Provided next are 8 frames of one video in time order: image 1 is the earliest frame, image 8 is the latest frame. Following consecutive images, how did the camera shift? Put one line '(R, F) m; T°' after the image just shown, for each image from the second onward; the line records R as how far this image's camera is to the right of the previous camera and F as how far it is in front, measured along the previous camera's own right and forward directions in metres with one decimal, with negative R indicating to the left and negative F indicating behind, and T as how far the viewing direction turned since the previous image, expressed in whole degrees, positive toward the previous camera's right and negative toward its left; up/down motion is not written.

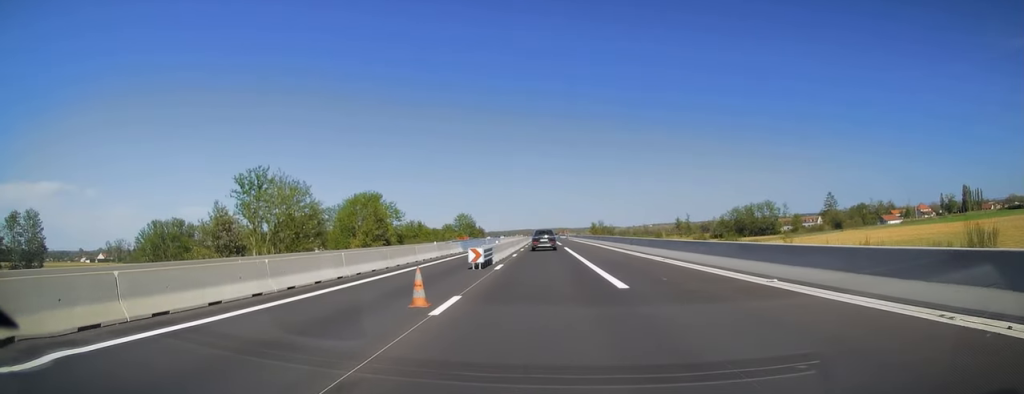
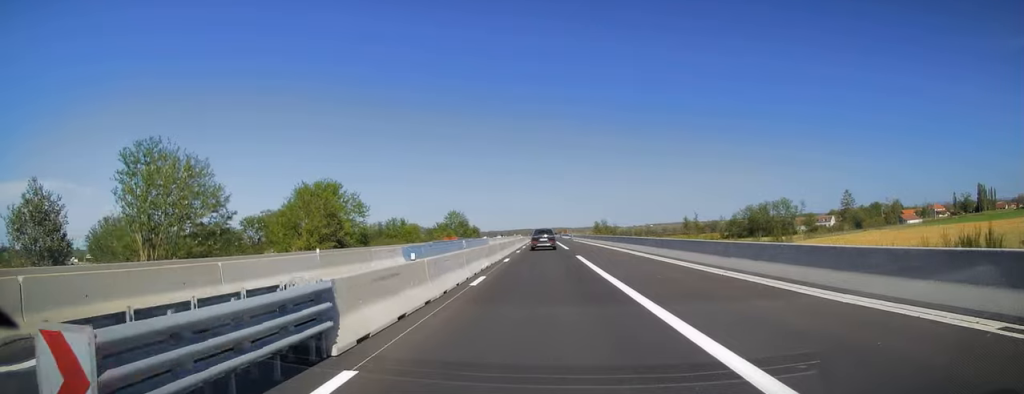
(0.0, +20.5) m; 0°
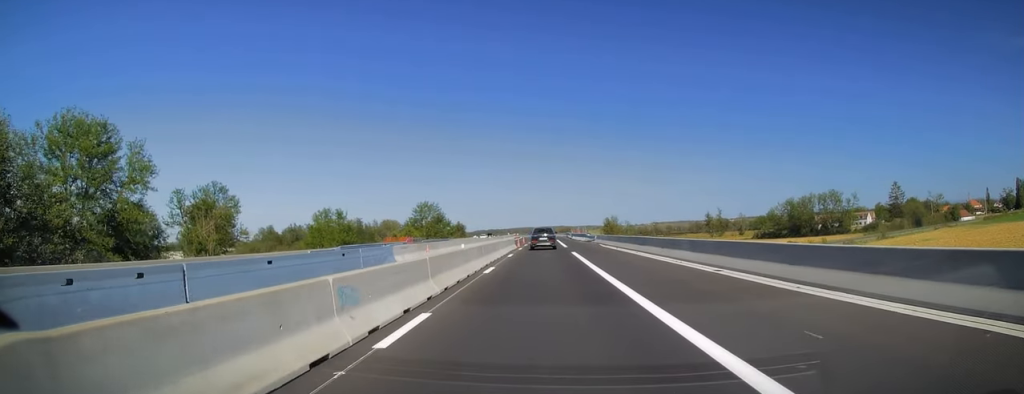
(-0.1, +47.3) m; 0°
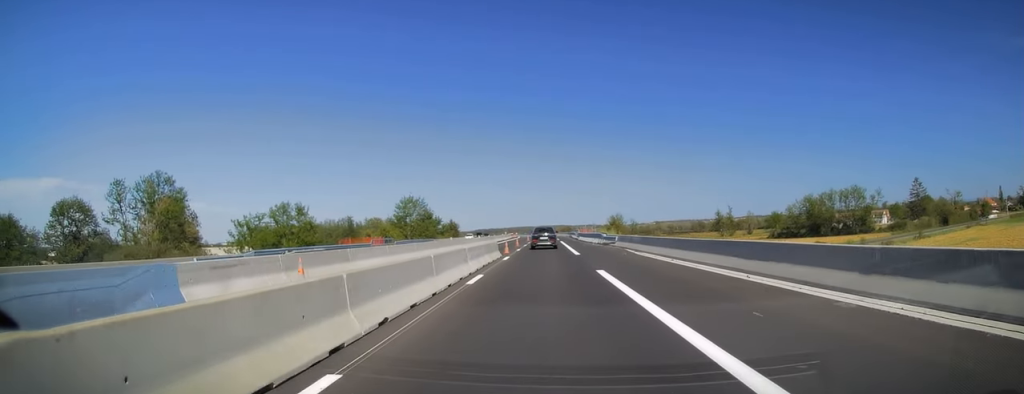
(0.0, +17.2) m; 0°
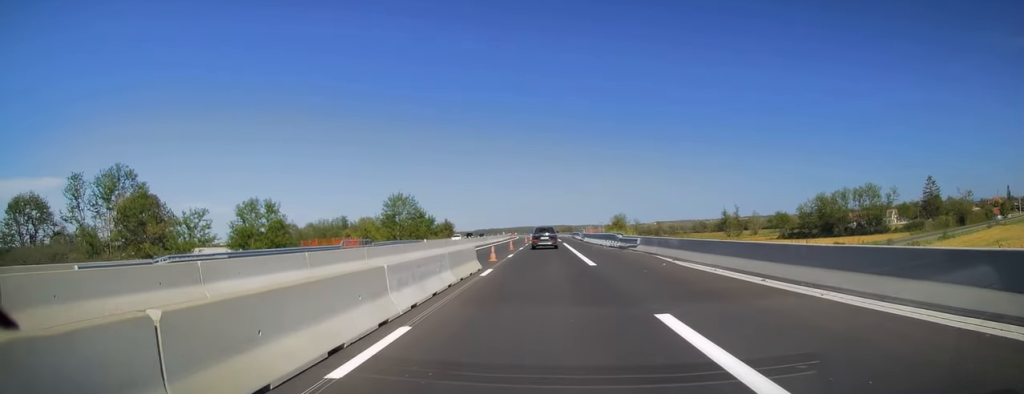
(0.0, +10.0) m; 0°
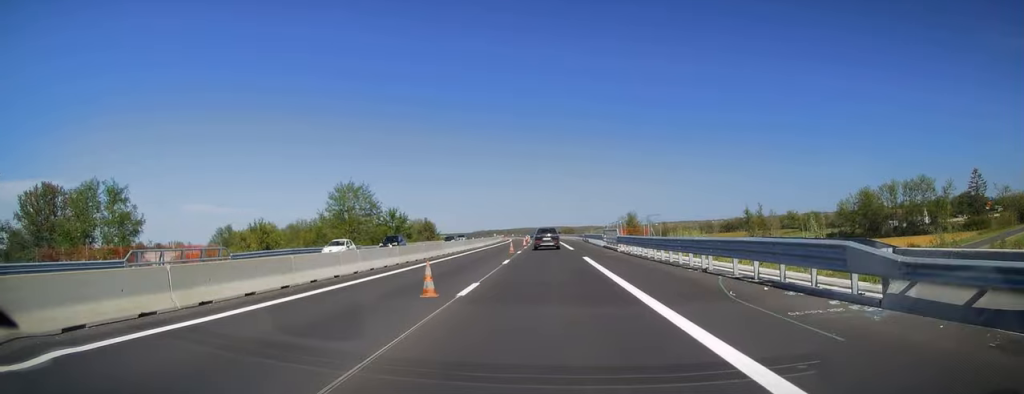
(0.0, +31.4) m; 0°
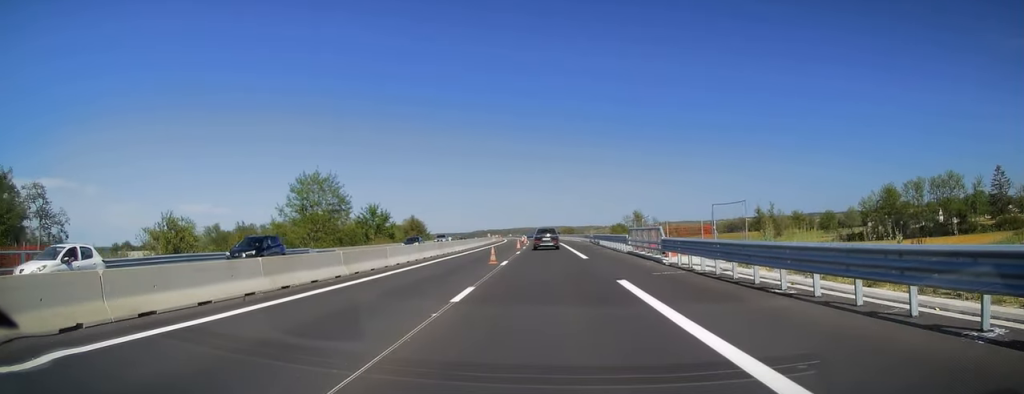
(0.0, +14.2) m; 0°
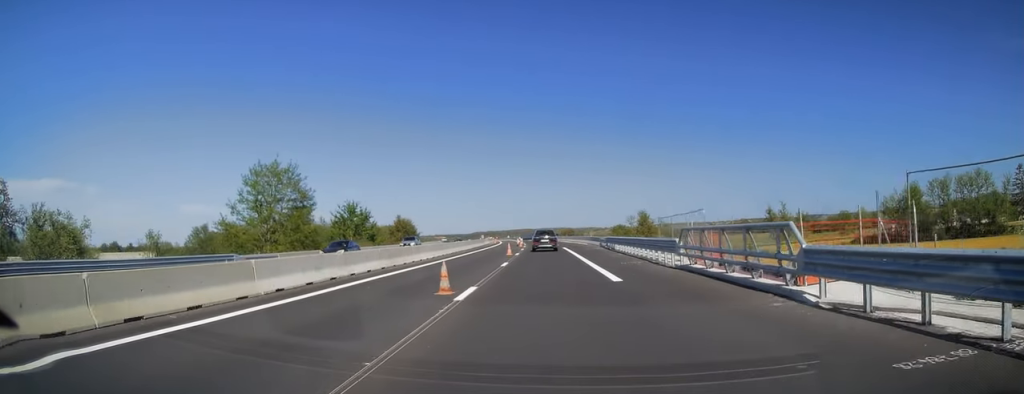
(0.0, +12.5) m; 0°
